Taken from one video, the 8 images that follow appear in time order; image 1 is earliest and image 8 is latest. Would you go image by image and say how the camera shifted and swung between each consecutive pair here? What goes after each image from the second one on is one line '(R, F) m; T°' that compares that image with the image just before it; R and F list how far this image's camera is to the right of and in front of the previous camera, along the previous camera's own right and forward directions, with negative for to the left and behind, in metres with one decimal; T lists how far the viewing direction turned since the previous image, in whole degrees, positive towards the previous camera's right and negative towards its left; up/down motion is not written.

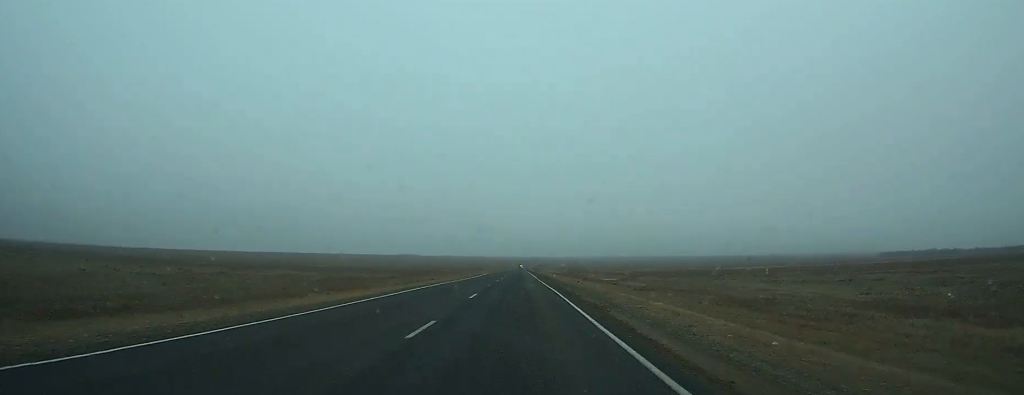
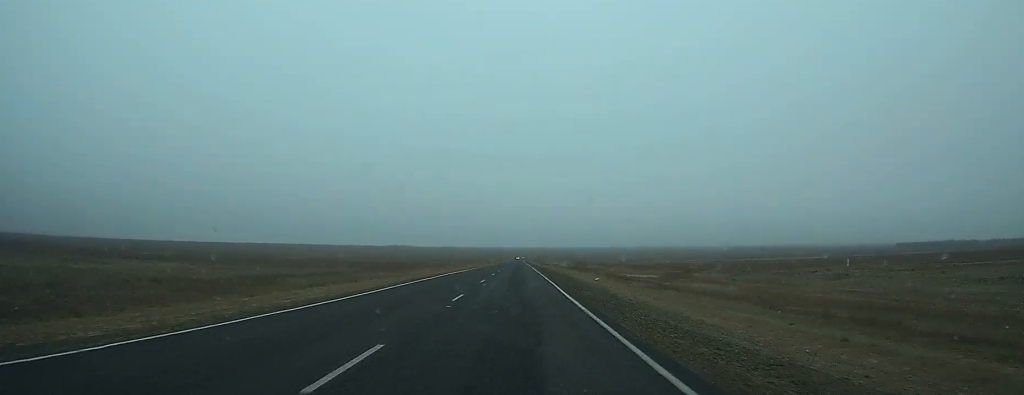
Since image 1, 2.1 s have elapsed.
(0.0, +53.0) m; 0°
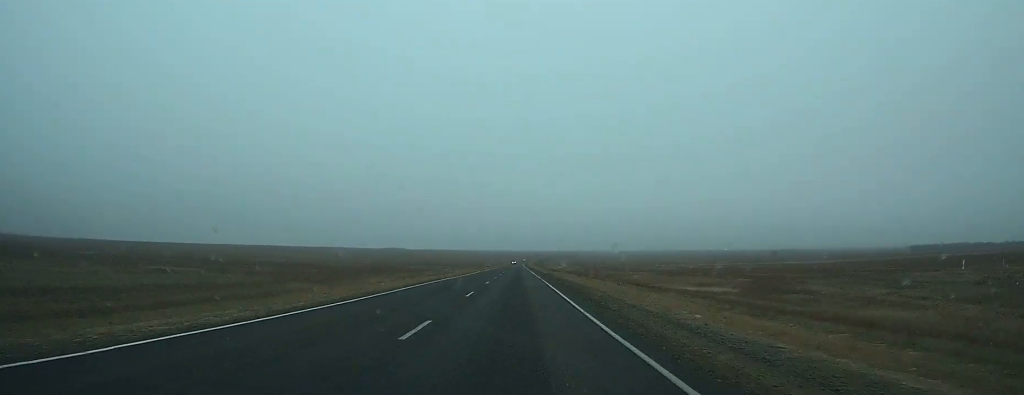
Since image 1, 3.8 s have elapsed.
(0.0, +42.5) m; 0°
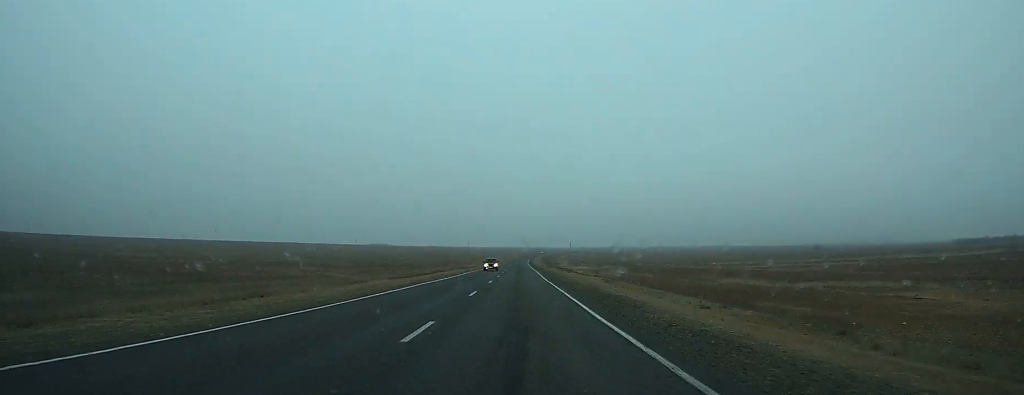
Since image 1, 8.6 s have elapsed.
(-0.3, +120.4) m; 0°
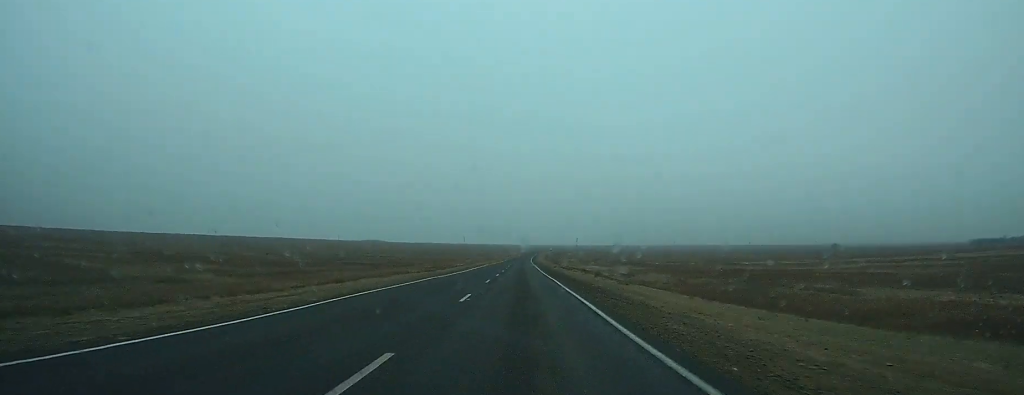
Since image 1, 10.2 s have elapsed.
(-0.1, +41.7) m; 0°
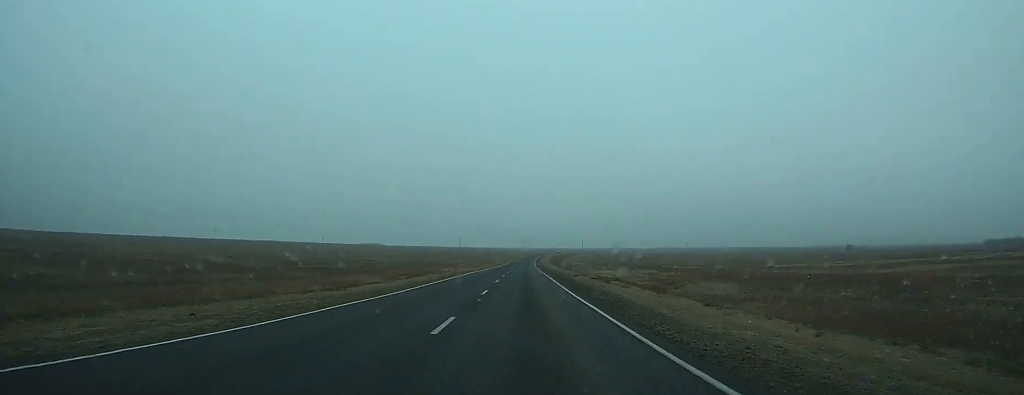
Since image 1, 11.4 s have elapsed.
(0.0, +30.3) m; 0°
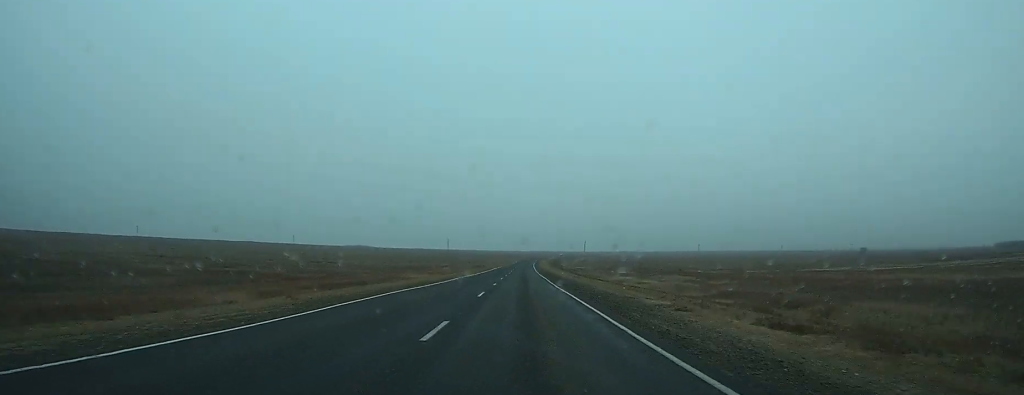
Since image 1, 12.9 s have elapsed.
(+0.1, +36.3) m; 0°
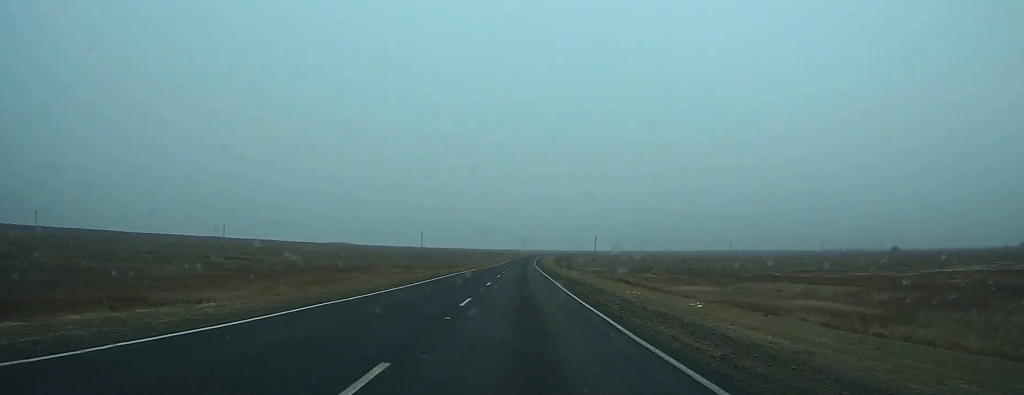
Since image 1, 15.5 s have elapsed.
(+0.4, +62.7) m; +1°
